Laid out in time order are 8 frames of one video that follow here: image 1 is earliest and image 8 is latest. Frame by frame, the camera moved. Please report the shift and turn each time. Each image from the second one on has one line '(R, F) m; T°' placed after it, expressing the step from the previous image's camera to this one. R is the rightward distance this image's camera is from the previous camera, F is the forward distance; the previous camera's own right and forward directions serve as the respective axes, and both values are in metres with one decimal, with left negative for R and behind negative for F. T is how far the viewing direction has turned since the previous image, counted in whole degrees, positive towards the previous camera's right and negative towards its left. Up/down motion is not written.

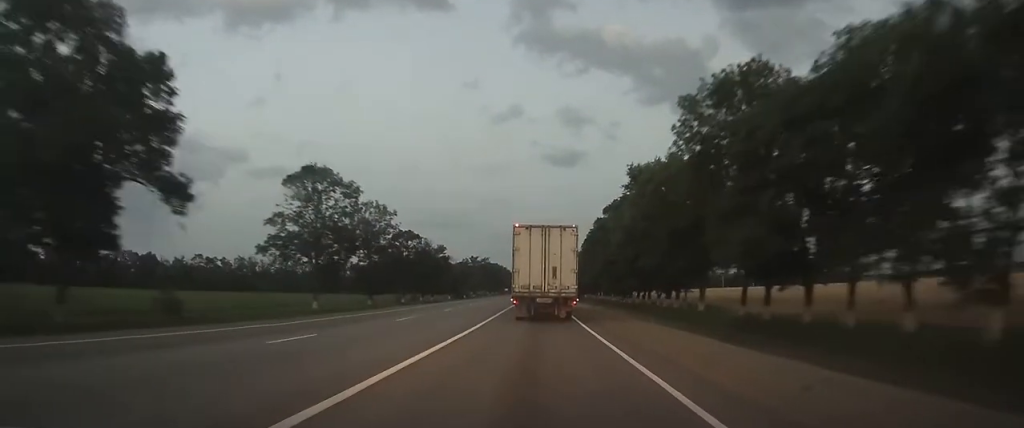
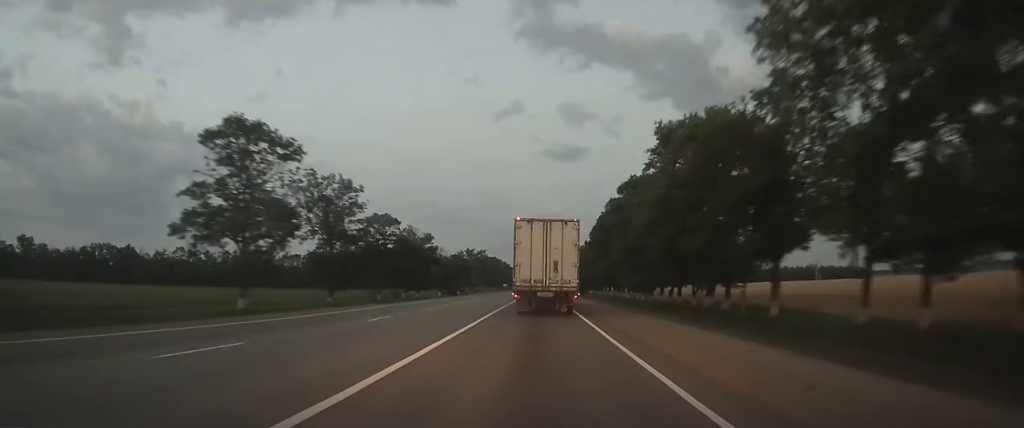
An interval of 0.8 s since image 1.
(0.0, +16.1) m; 0°
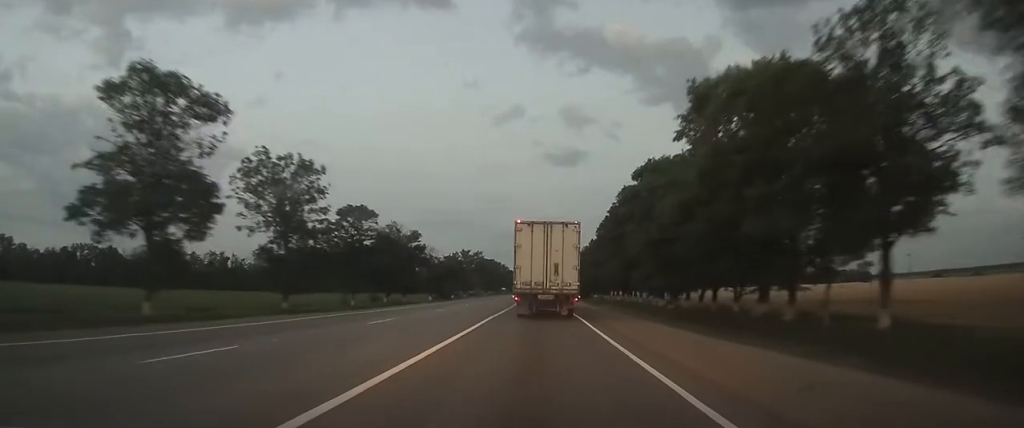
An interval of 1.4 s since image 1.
(0.0, +12.1) m; 0°
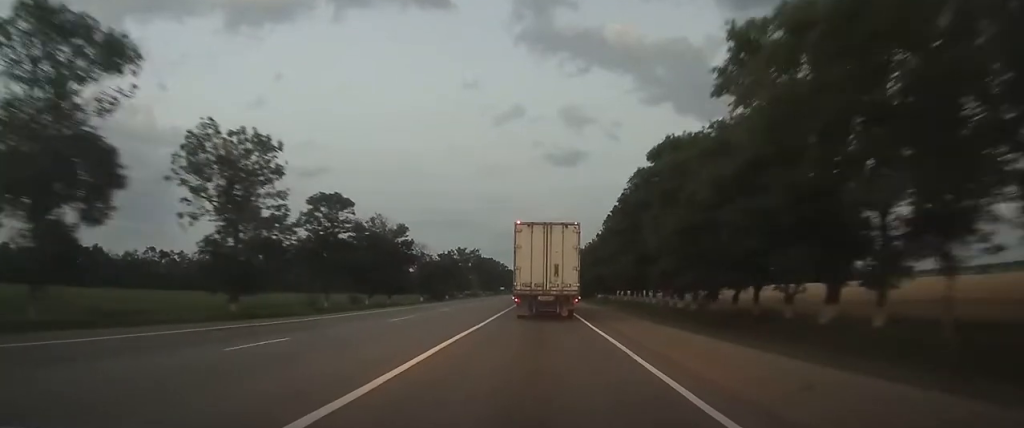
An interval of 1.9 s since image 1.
(0.0, +9.5) m; 0°
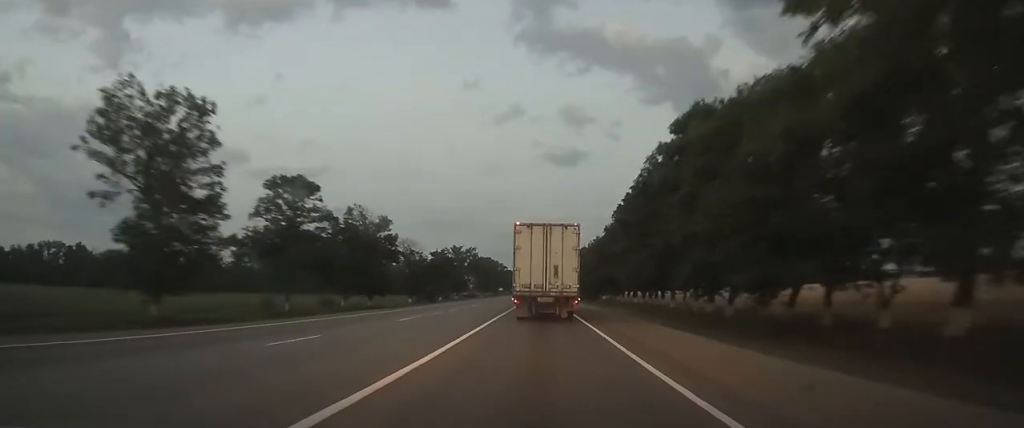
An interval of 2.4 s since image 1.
(0.0, +10.2) m; 0°
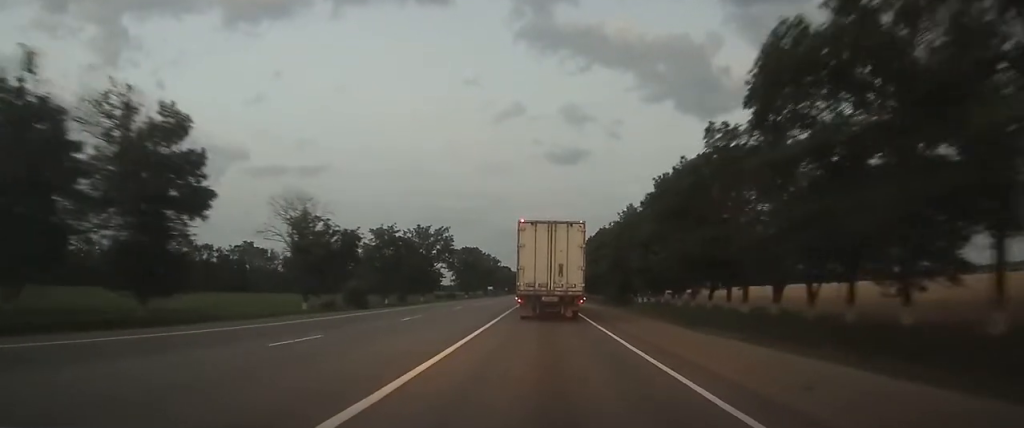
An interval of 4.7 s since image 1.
(+0.3, +47.9) m; +1°
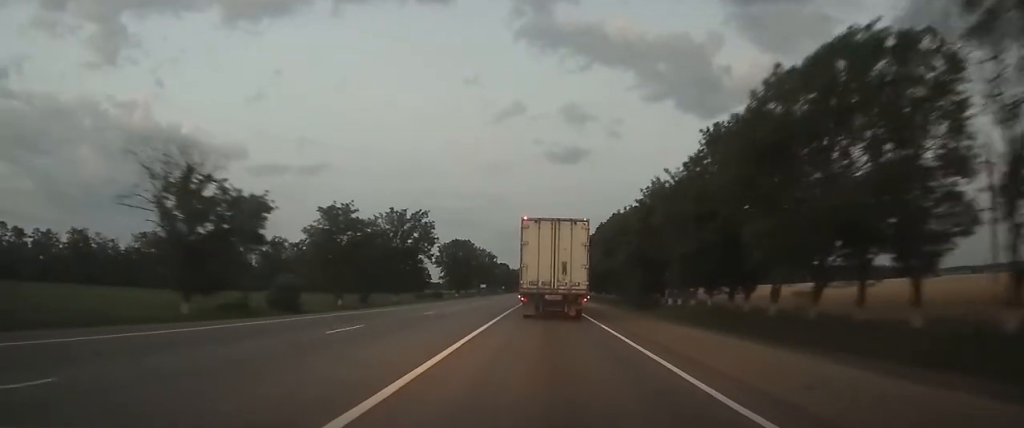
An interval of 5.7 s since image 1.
(0.0, +20.7) m; 0°
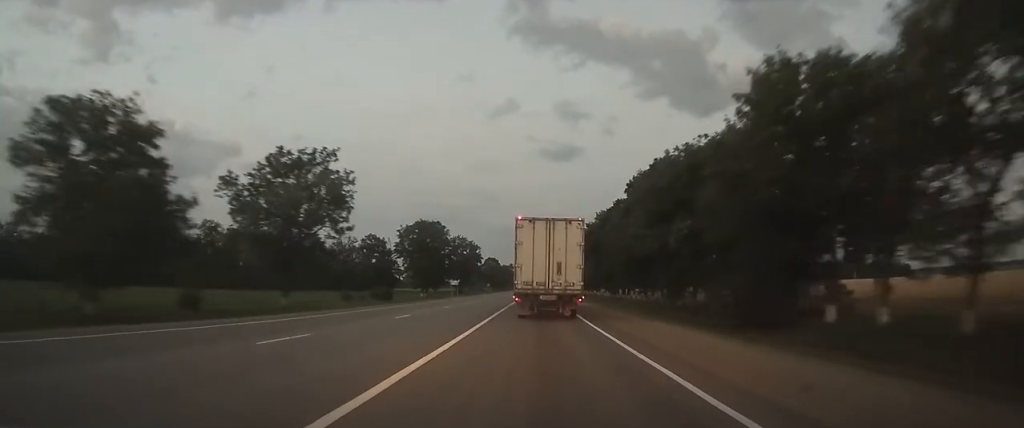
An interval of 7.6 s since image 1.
(0.0, +39.3) m; 0°
